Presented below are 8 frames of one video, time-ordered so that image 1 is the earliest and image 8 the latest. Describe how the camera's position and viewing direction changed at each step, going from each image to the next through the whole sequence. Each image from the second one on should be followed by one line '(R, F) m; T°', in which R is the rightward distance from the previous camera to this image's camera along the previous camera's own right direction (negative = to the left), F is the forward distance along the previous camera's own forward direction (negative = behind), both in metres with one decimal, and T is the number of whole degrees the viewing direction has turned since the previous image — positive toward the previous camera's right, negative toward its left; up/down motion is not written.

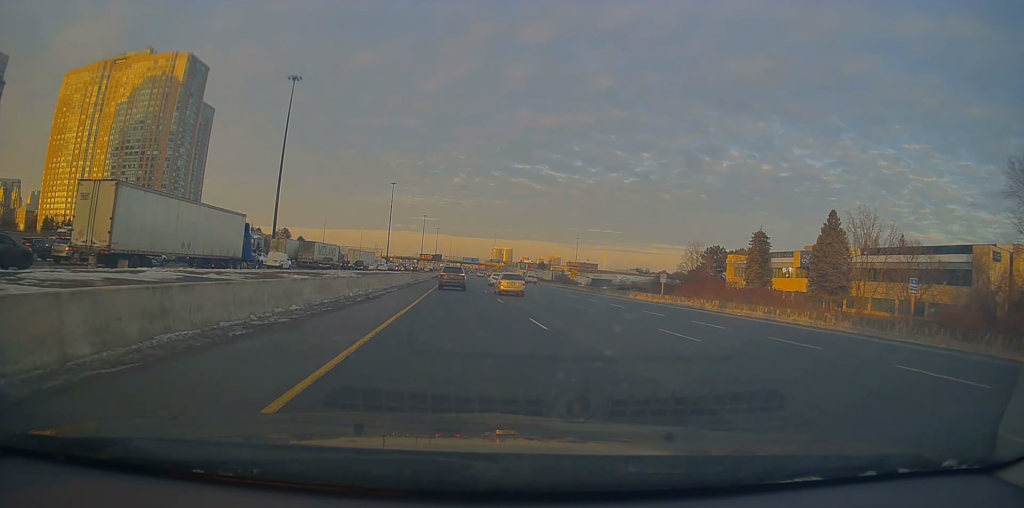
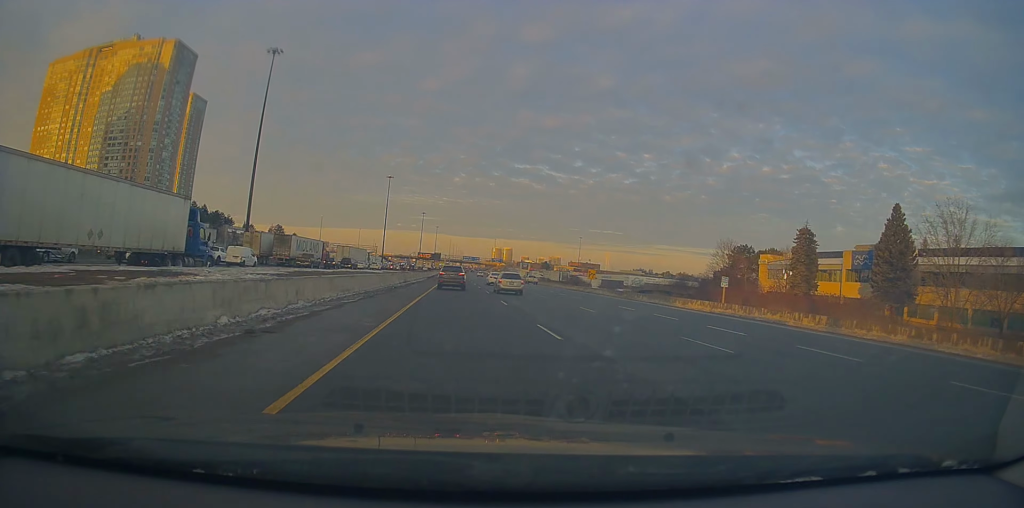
(-0.3, +14.1) m; 0°
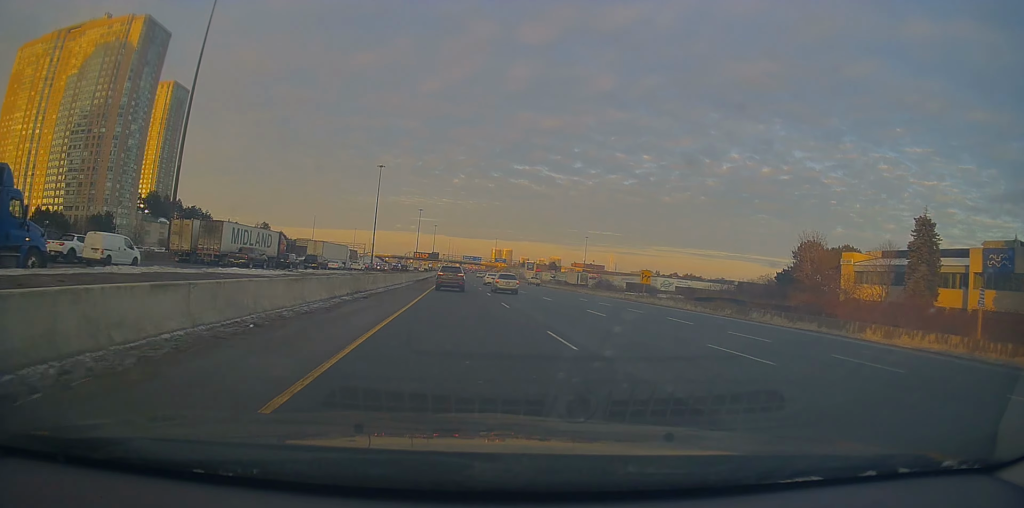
(0.0, +26.6) m; 0°
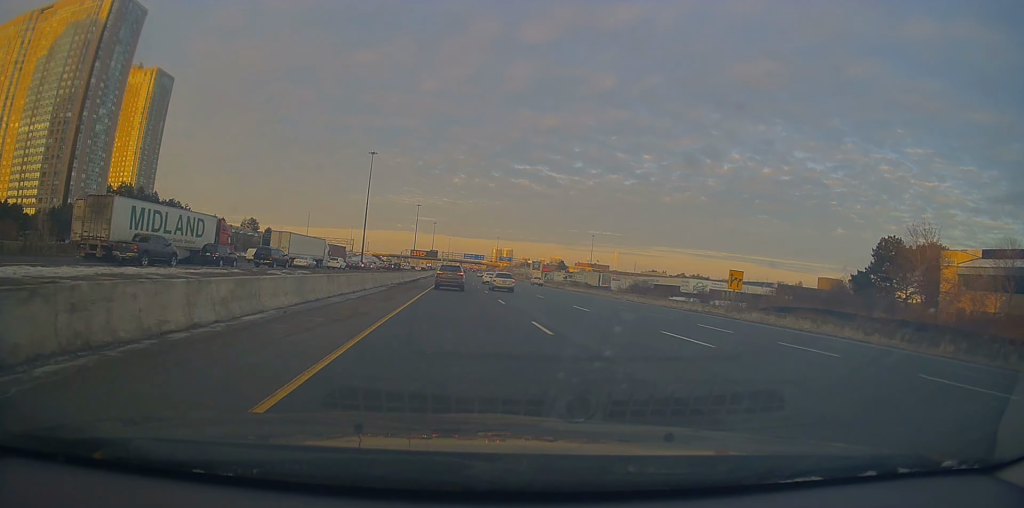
(-0.1, +22.2) m; -1°
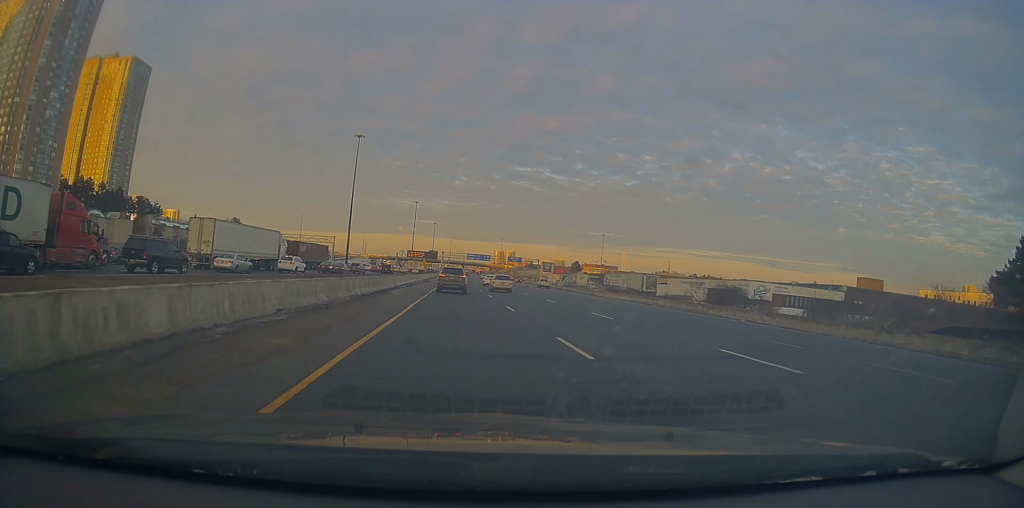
(-0.3, +28.3) m; 0°
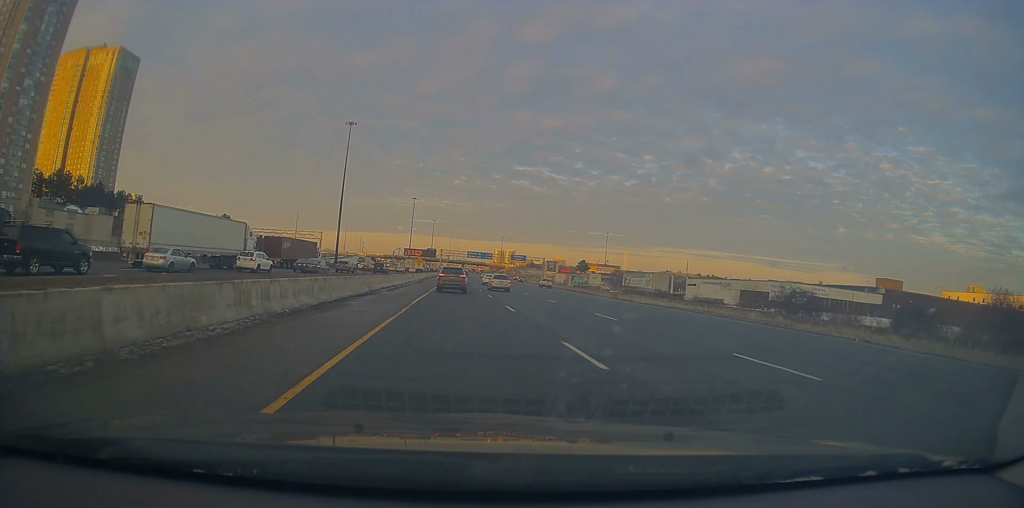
(0.0, +12.8) m; 0°
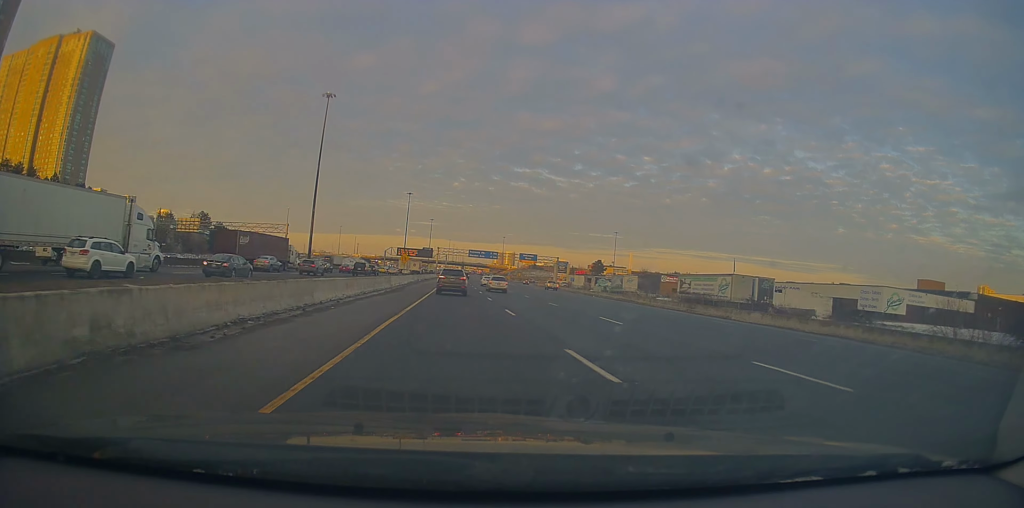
(+0.3, +25.0) m; 0°
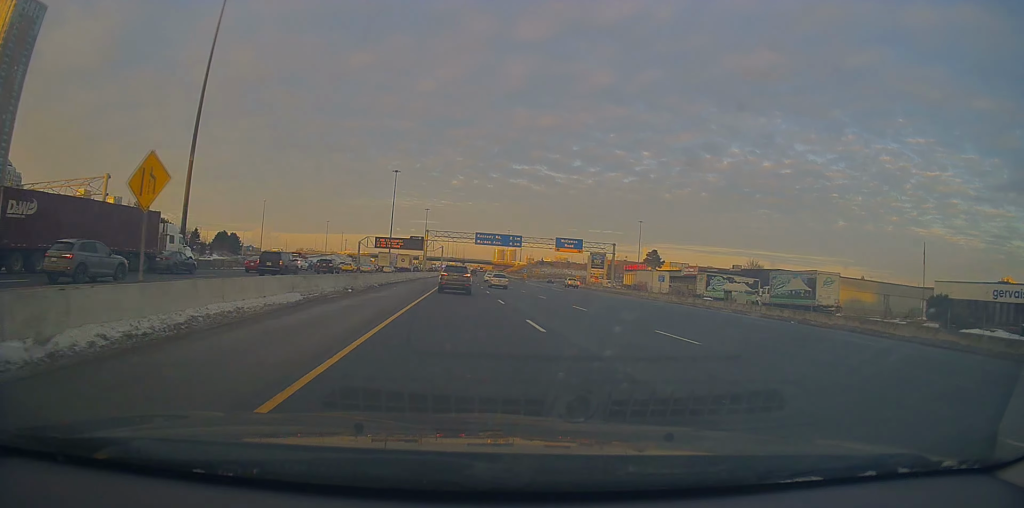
(+0.5, +54.3) m; +1°
